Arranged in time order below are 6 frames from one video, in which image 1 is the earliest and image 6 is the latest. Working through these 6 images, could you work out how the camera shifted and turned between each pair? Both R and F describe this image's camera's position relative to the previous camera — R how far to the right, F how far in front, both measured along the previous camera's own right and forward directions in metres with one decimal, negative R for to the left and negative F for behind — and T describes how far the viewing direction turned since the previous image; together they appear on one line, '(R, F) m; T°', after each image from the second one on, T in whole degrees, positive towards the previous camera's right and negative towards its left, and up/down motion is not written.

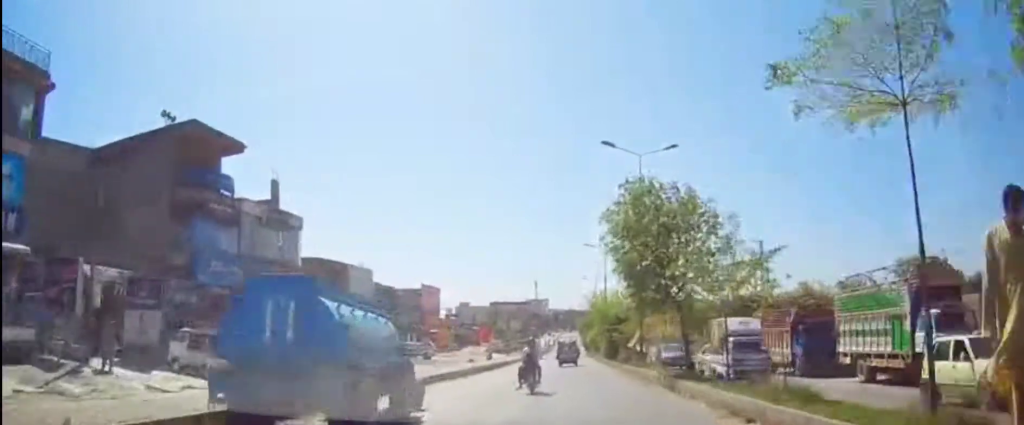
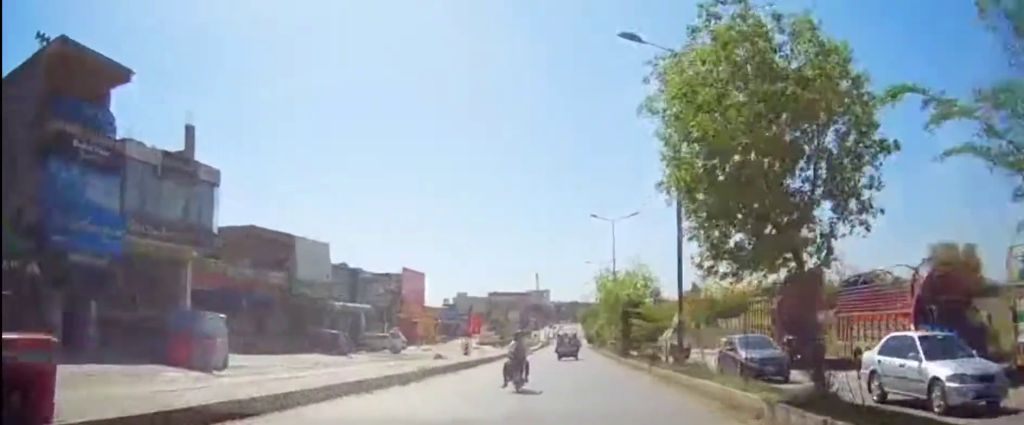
(+0.5, +11.3) m; 0°
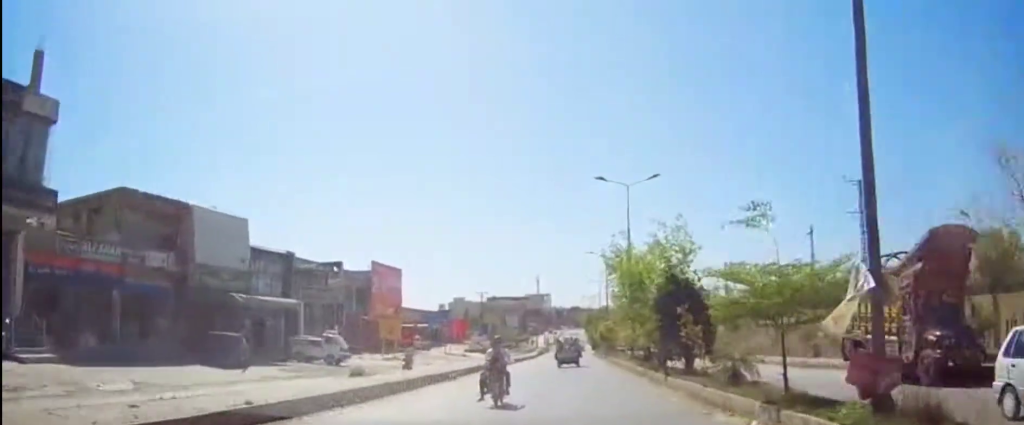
(-0.6, +13.8) m; -2°
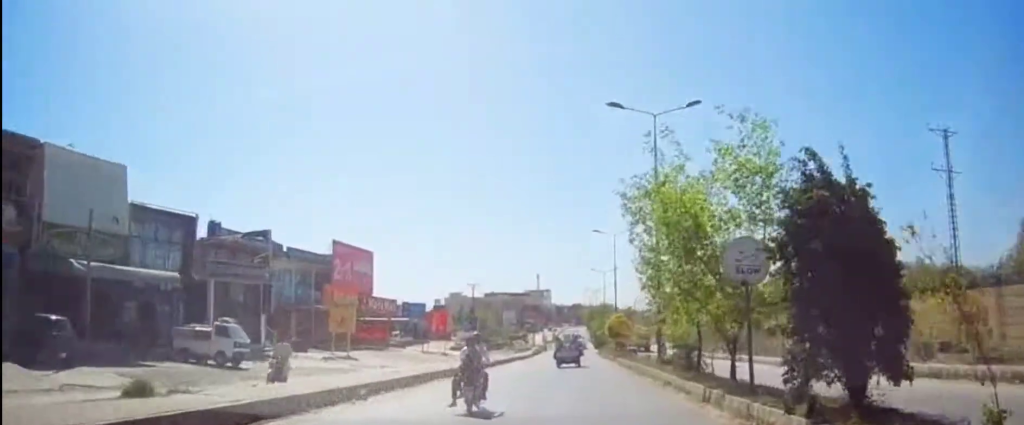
(0.0, +12.2) m; 0°
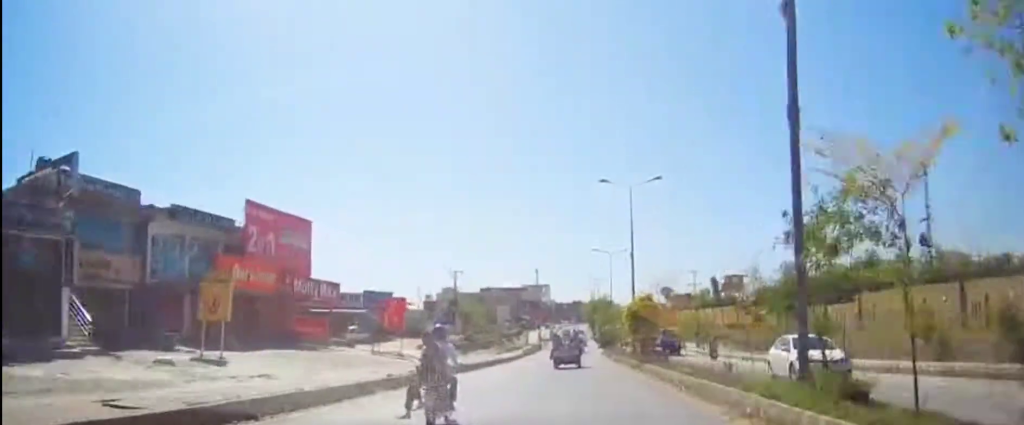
(+0.1, +16.2) m; +2°
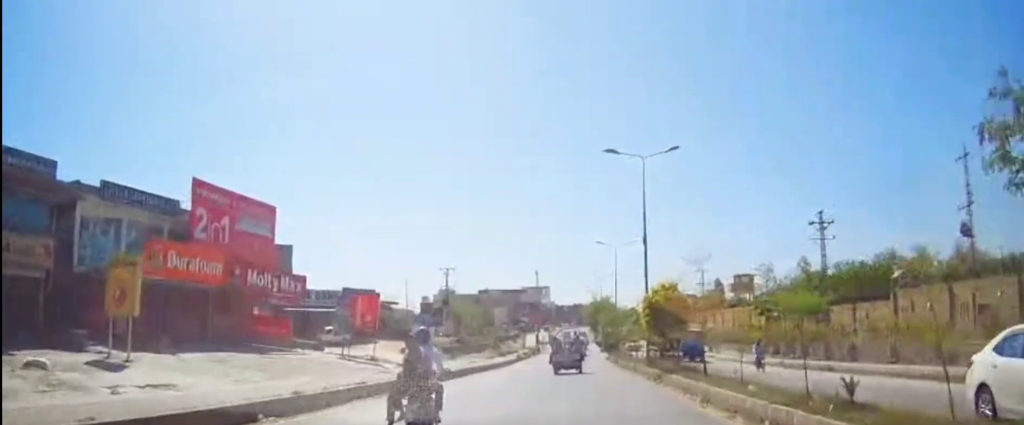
(0.0, +7.0) m; +1°
